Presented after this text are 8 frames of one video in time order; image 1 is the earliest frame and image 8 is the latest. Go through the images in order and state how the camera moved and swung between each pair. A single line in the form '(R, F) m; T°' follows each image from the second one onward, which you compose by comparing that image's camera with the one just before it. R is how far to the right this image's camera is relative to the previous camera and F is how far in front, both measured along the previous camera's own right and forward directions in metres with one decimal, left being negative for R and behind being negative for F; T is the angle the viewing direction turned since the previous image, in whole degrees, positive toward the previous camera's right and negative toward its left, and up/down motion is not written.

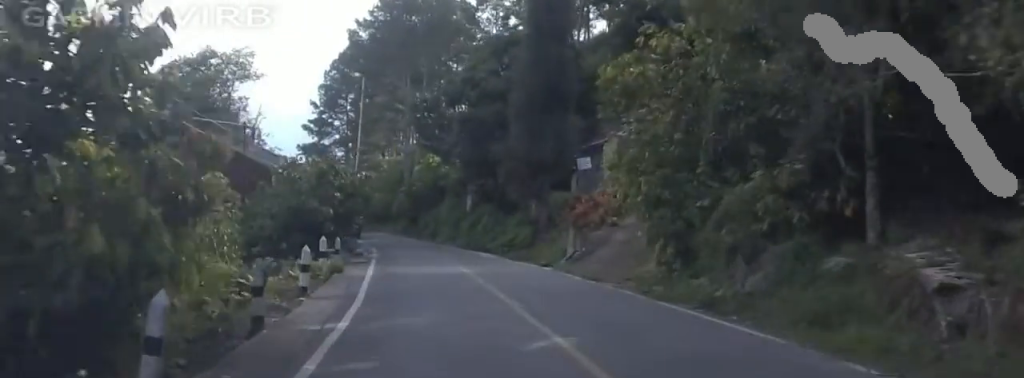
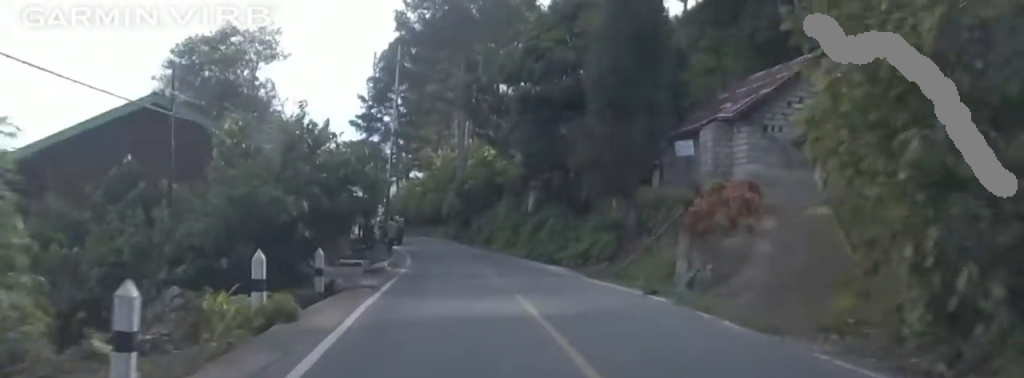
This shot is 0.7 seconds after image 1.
(+1.0, +10.3) m; -4°
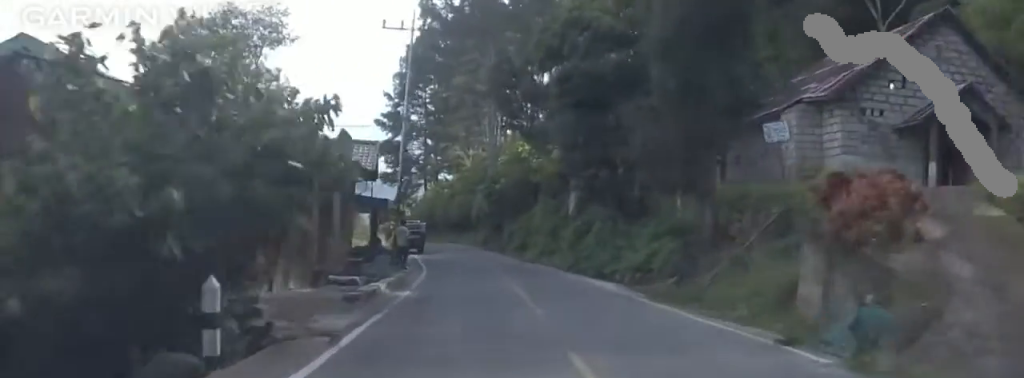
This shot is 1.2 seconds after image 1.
(-0.8, +7.4) m; -3°
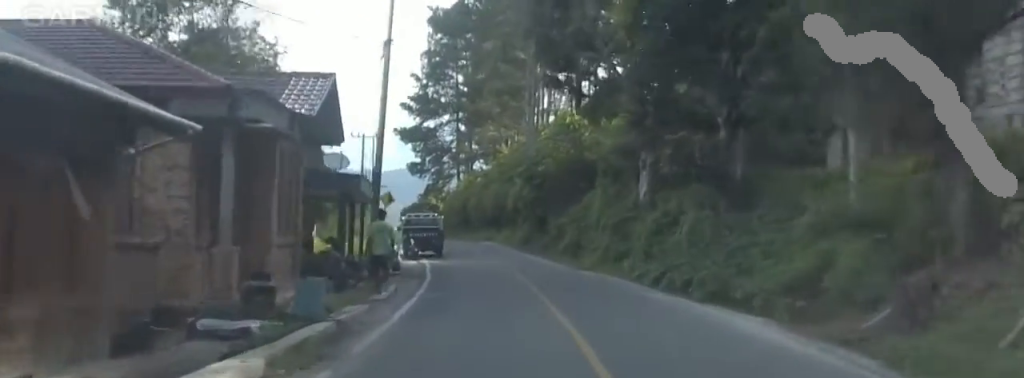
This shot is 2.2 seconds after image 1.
(-1.1, +13.1) m; -4°
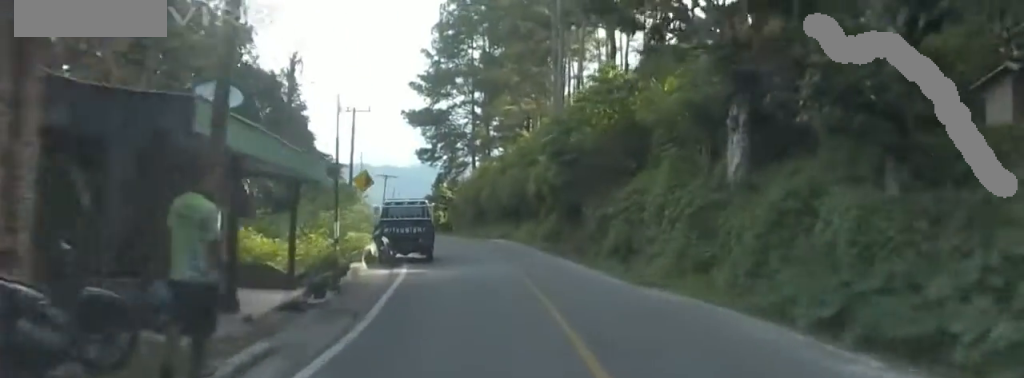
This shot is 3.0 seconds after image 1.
(+0.4, +11.7) m; -2°
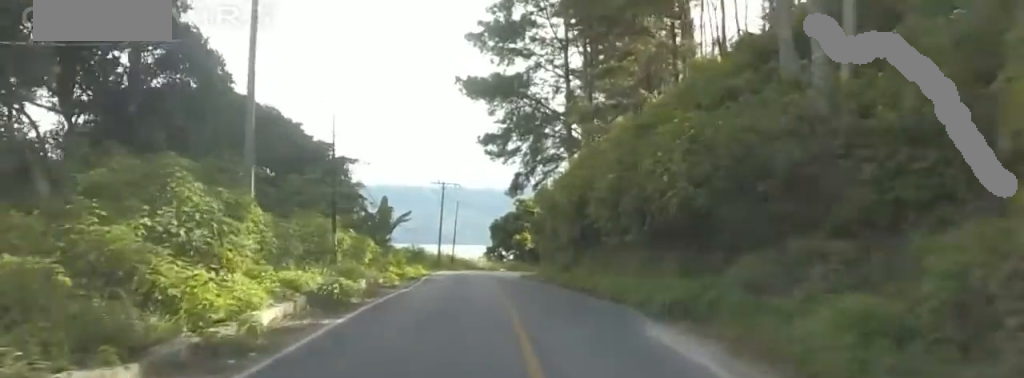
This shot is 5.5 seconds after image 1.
(-2.8, +34.5) m; -10°
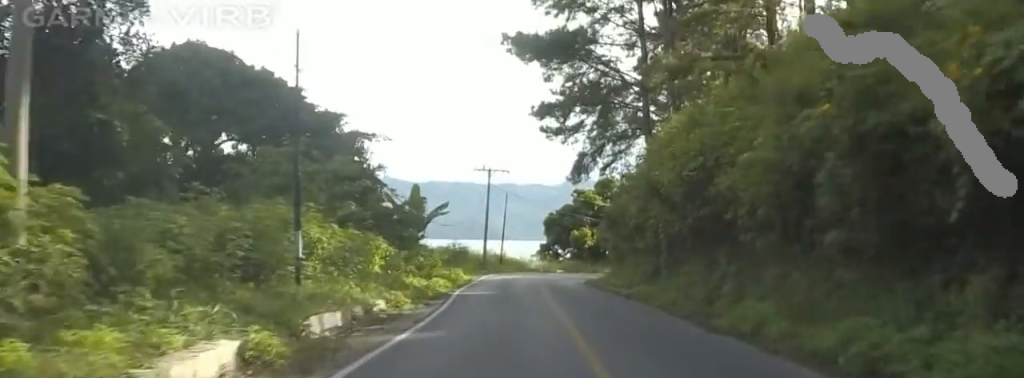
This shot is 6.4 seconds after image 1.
(0.0, +11.9) m; +1°
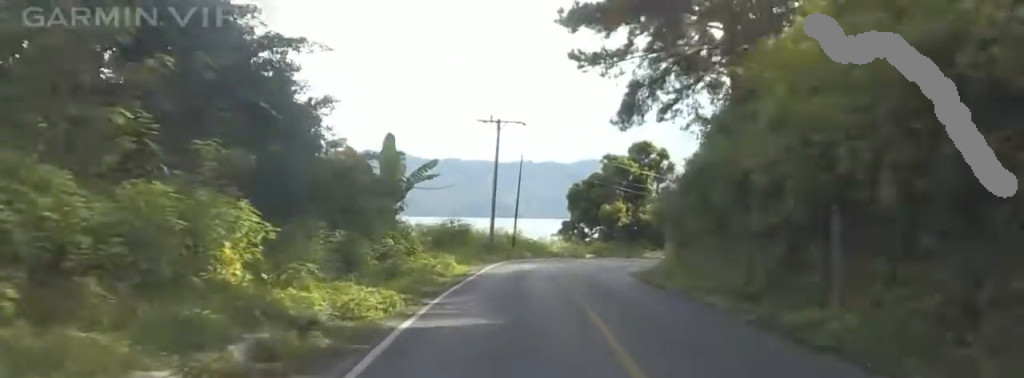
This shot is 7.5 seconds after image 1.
(+0.6, +14.8) m; -3°
